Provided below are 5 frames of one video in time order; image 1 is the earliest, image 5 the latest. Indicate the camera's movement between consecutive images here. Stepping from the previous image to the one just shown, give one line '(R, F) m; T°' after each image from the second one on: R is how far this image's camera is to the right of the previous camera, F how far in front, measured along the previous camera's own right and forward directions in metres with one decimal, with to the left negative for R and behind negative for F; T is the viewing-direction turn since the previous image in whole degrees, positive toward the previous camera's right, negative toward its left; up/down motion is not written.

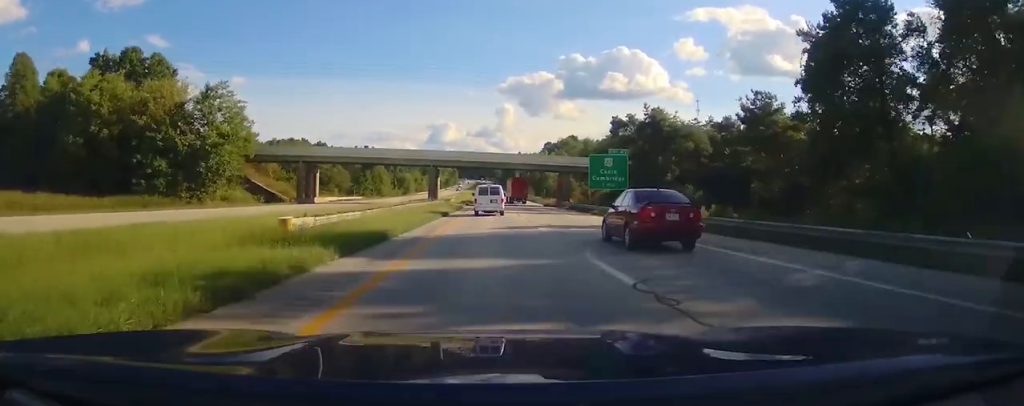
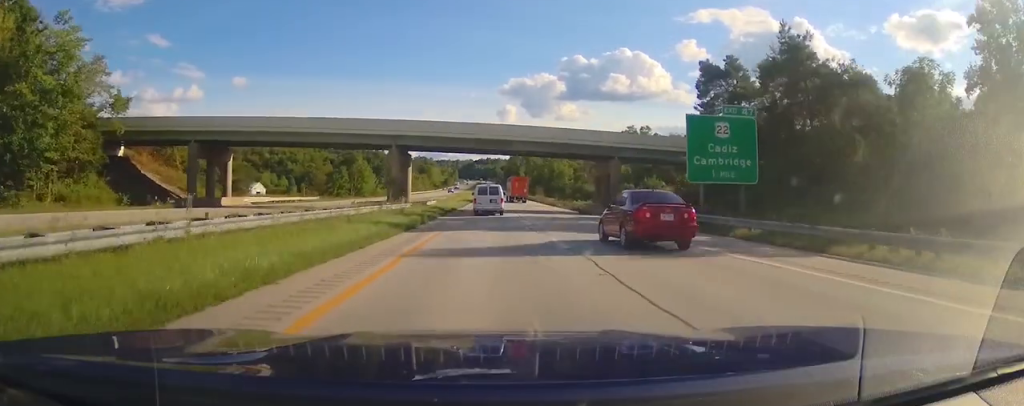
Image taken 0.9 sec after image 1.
(0.0, +30.5) m; 0°
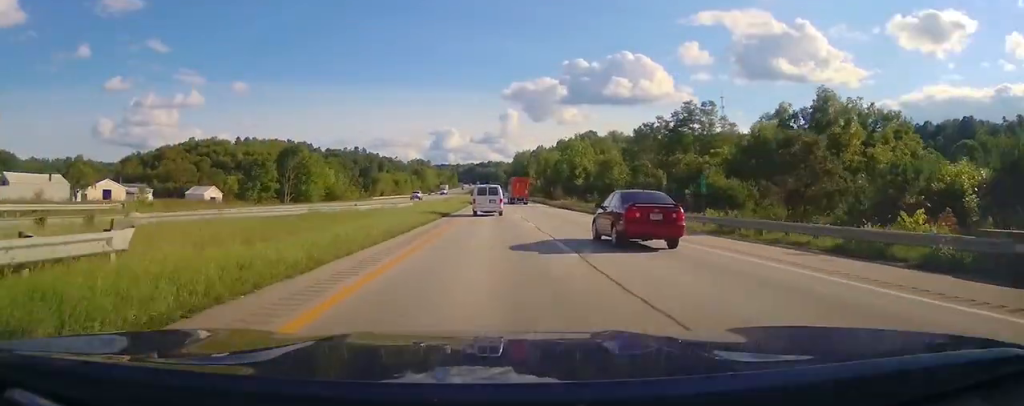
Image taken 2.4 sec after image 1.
(-0.2, +50.5) m; 0°
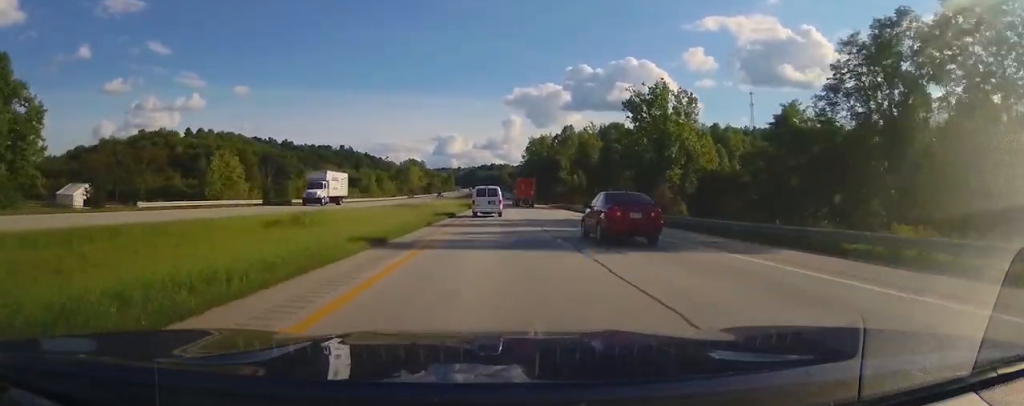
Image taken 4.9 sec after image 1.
(-0.3, +83.6) m; 0°
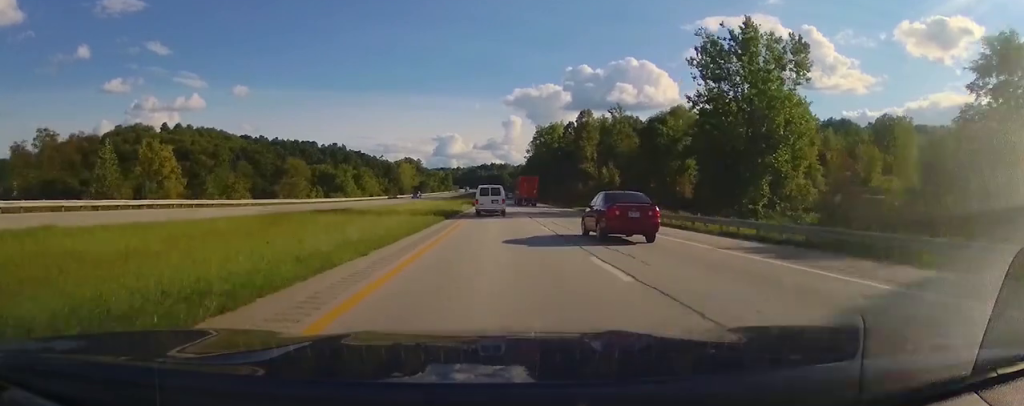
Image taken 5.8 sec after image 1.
(0.0, +29.9) m; 0°
